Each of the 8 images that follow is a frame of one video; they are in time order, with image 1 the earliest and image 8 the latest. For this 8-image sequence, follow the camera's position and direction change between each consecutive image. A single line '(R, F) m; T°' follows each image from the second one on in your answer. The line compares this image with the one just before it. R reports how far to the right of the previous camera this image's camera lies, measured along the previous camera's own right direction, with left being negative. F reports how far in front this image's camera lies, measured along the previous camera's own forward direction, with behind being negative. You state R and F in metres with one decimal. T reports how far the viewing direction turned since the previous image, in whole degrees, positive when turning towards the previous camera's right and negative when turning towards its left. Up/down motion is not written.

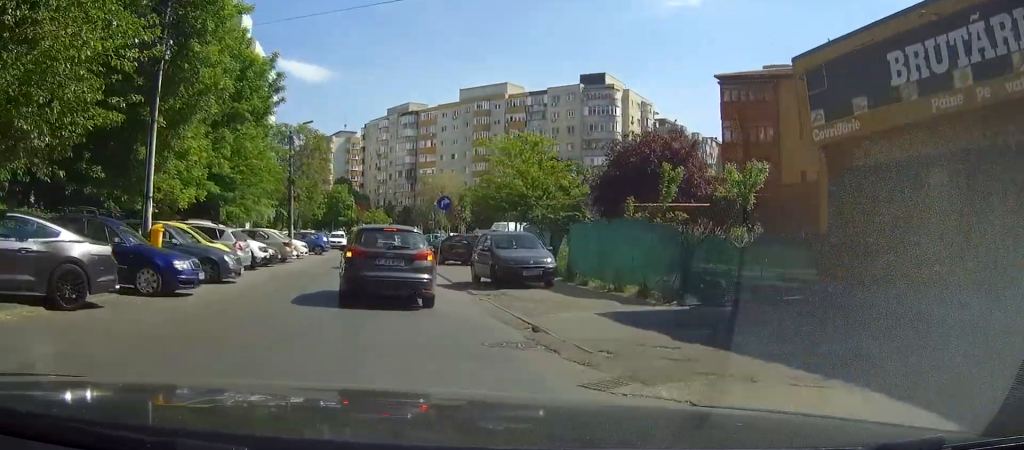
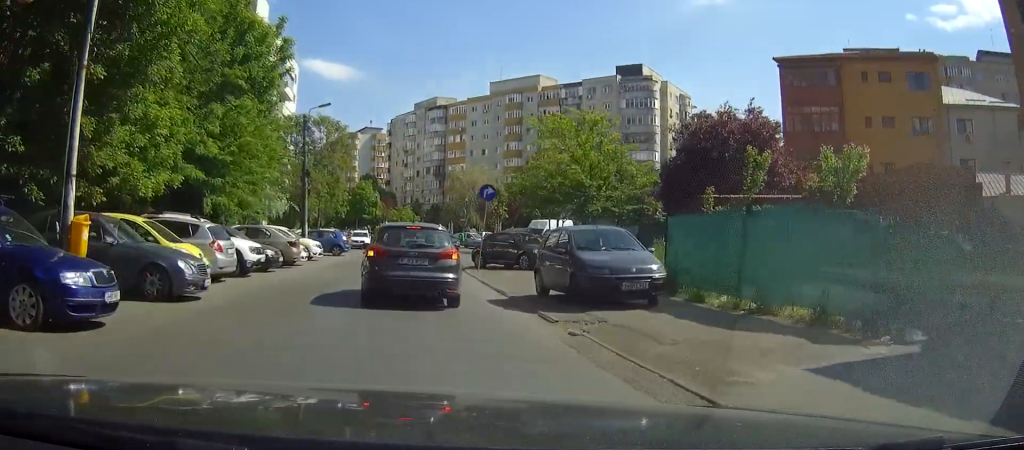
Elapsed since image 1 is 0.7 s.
(0.0, +6.3) m; -2°
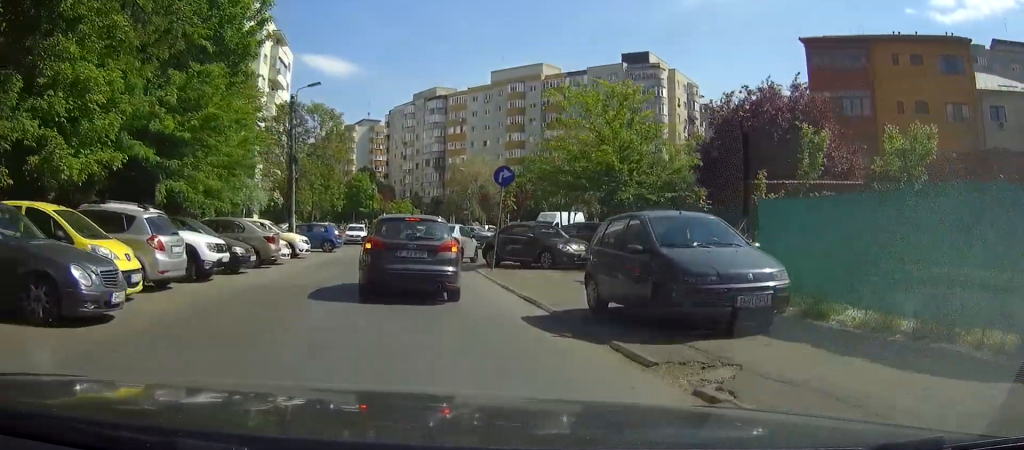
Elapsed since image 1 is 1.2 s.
(-0.1, +4.5) m; -1°
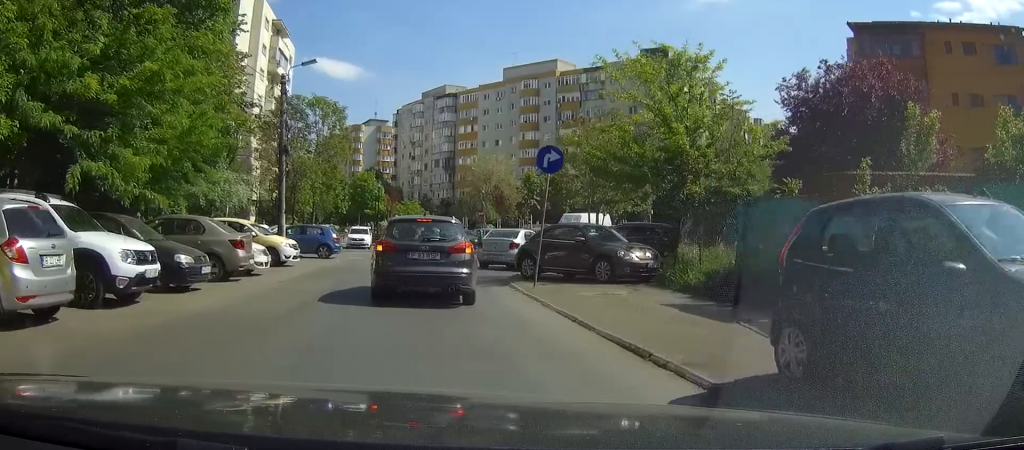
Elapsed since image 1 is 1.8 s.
(-0.1, +5.9) m; -2°
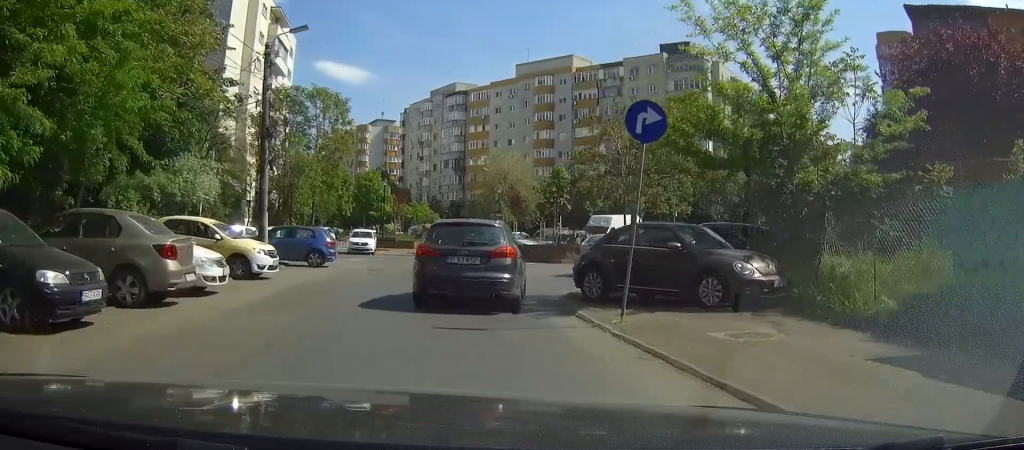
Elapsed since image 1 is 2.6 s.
(-0.1, +5.9) m; -2°
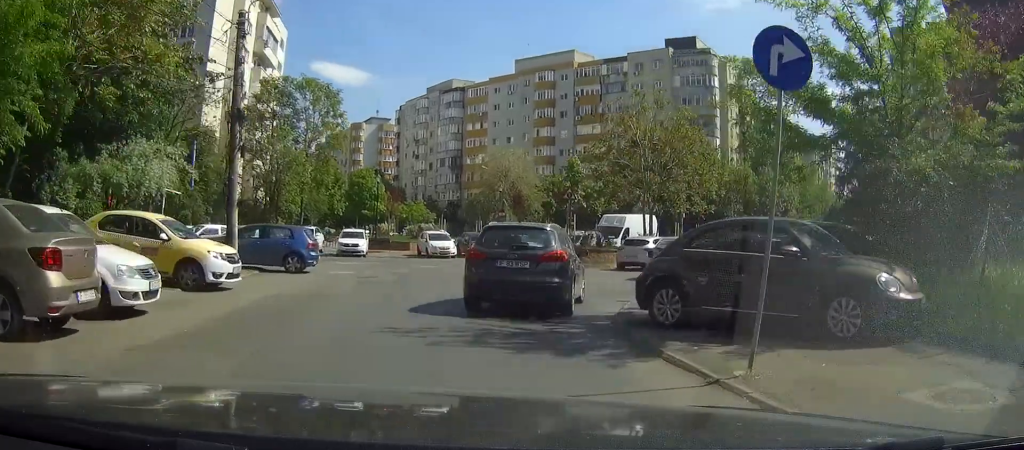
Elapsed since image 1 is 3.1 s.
(-0.1, +4.1) m; -1°
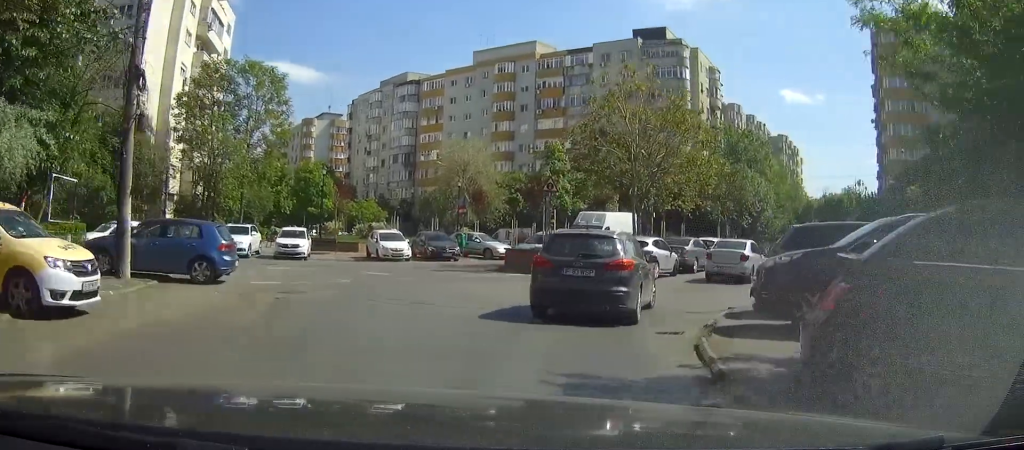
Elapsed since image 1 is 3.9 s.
(-0.1, +5.7) m; -1°
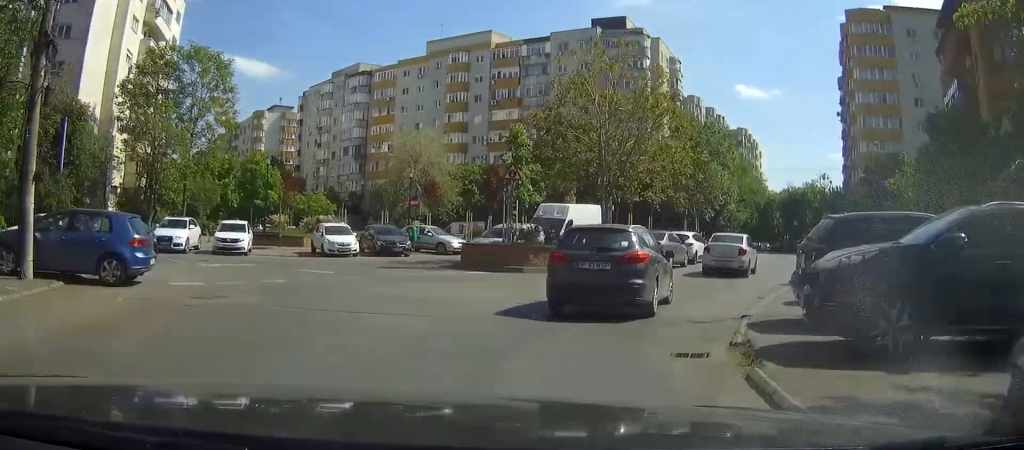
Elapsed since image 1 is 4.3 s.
(-0.1, +2.8) m; +2°
